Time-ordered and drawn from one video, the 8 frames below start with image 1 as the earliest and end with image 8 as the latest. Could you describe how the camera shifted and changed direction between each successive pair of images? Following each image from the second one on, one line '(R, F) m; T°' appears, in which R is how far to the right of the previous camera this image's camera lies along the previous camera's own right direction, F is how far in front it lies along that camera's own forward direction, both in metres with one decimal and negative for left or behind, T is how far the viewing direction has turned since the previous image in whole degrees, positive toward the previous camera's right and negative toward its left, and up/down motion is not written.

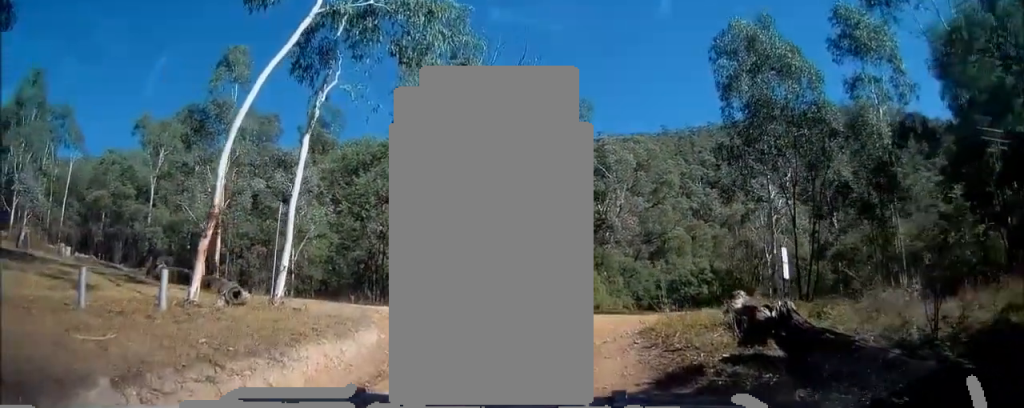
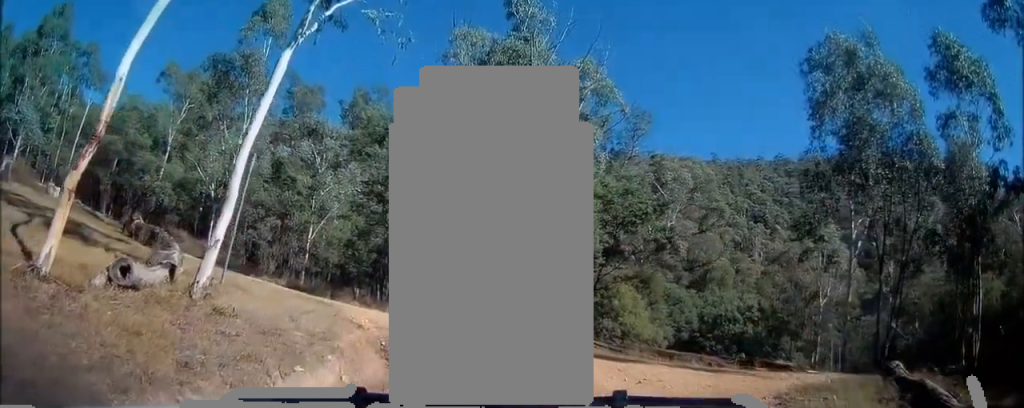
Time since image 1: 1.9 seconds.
(+0.6, +5.0) m; +9°
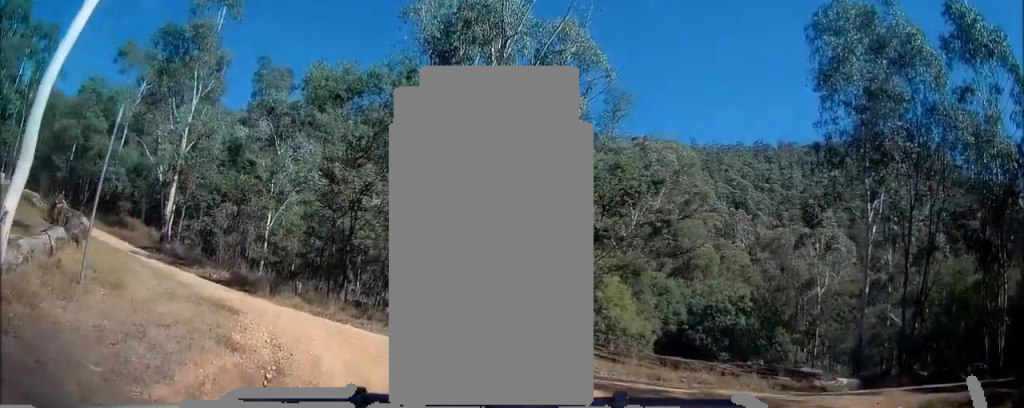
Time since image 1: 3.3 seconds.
(+0.1, +2.7) m; +8°
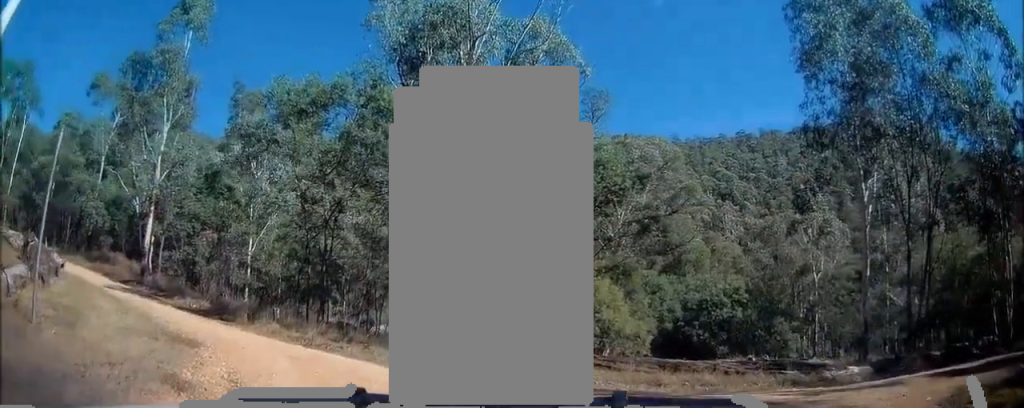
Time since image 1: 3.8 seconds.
(0.0, +0.8) m; +4°
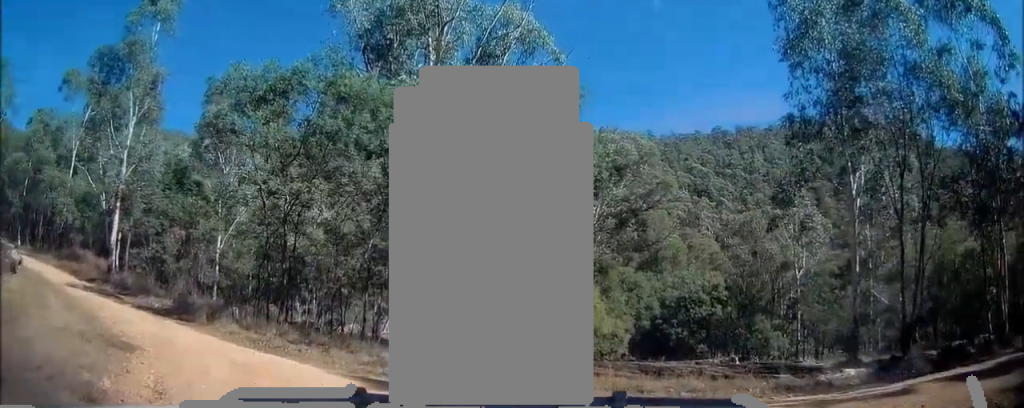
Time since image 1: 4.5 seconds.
(0.0, +1.0) m; +7°
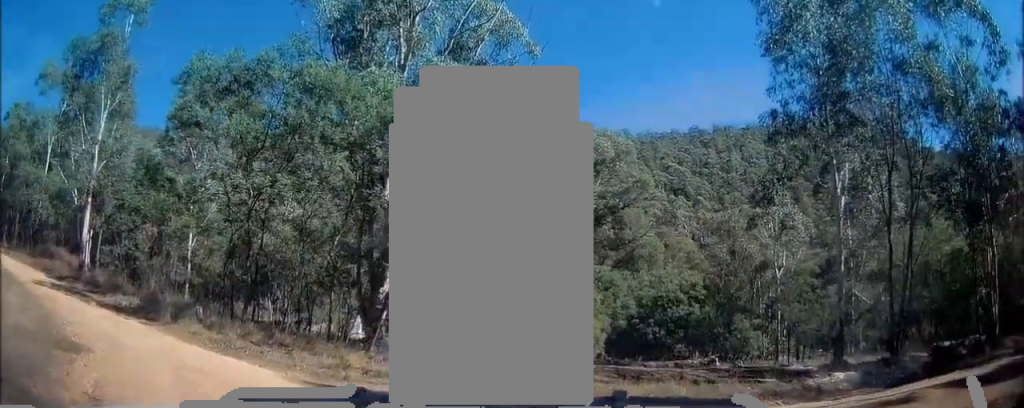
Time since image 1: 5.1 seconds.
(+0.1, +0.8) m; +9°
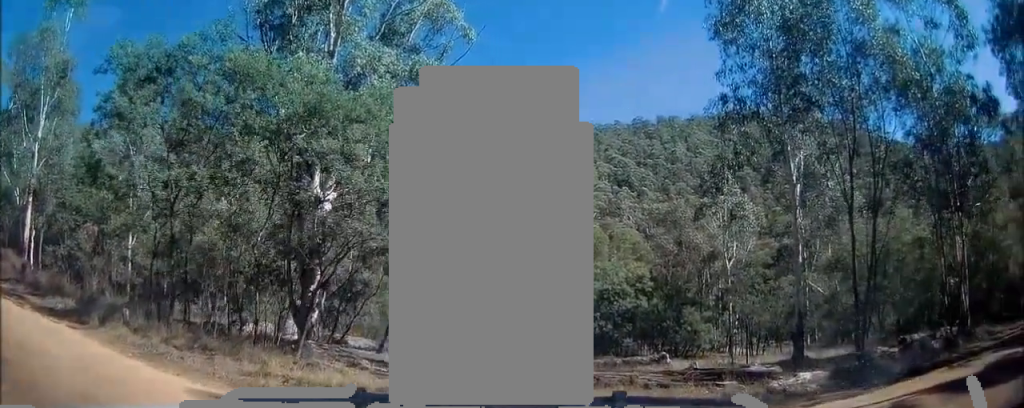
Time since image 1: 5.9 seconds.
(+0.1, +1.3) m; +16°
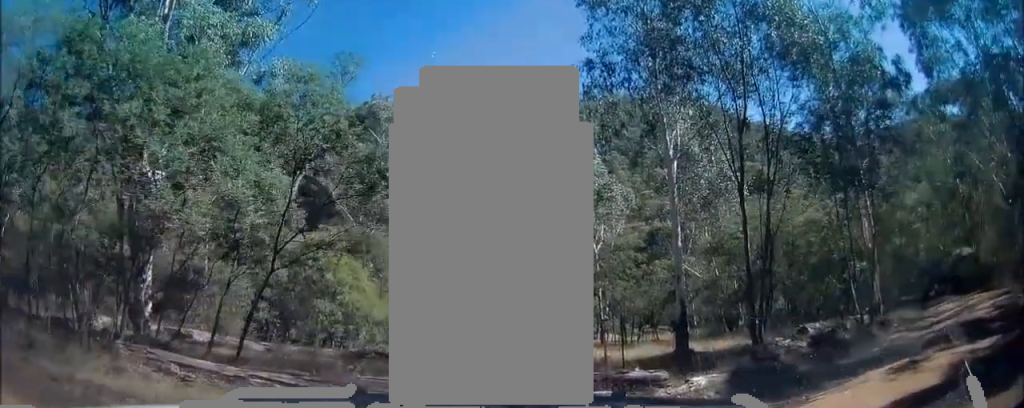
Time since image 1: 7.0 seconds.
(+0.5, +2.6) m; +15°
